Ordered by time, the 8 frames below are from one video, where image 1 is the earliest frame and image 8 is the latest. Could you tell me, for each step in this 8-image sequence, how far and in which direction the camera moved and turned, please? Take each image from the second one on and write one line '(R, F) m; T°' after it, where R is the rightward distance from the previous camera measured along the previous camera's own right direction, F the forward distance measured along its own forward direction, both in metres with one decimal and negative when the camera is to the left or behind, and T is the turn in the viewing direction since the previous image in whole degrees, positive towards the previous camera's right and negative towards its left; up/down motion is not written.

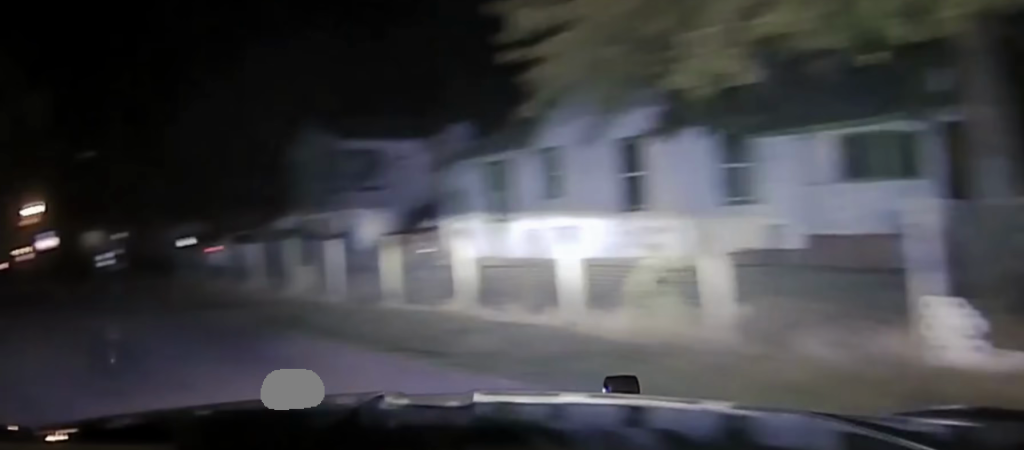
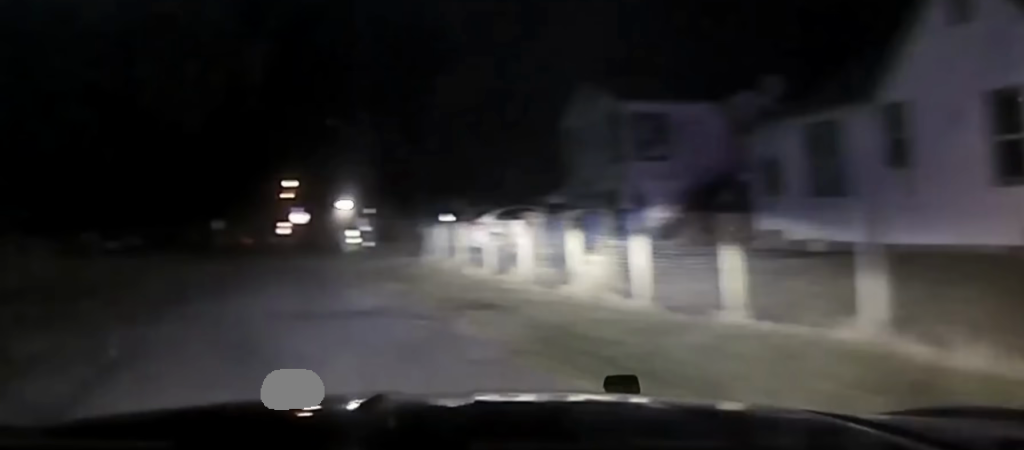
(-0.4, +4.7) m; -11°
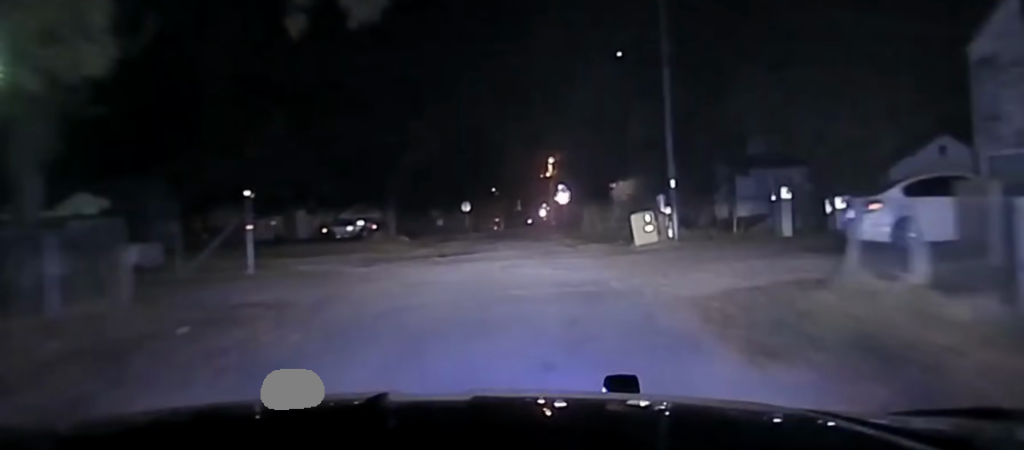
(-1.5, +14.4) m; -7°
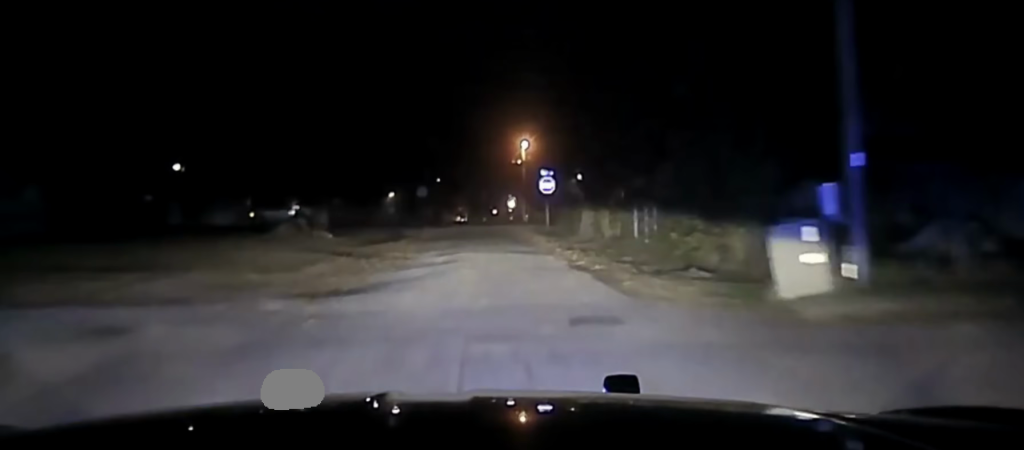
(0.0, +15.6) m; +3°
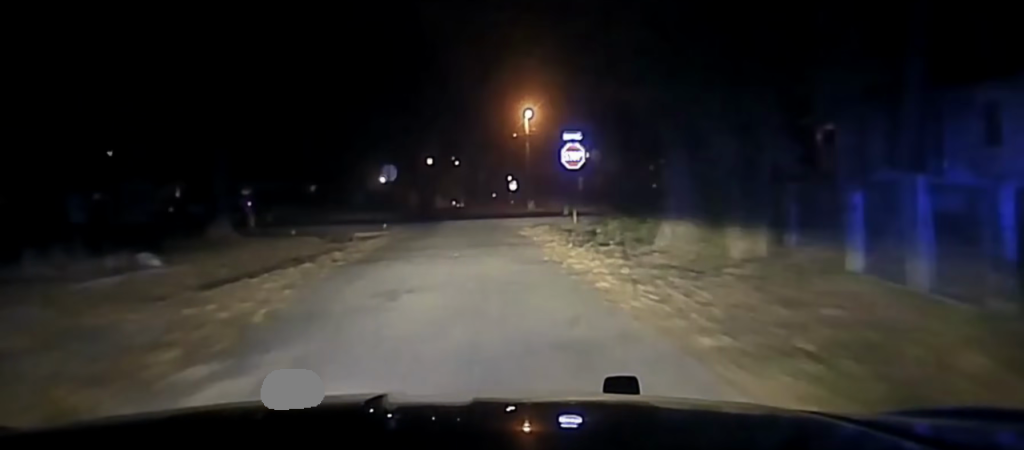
(+0.8, +16.1) m; +1°
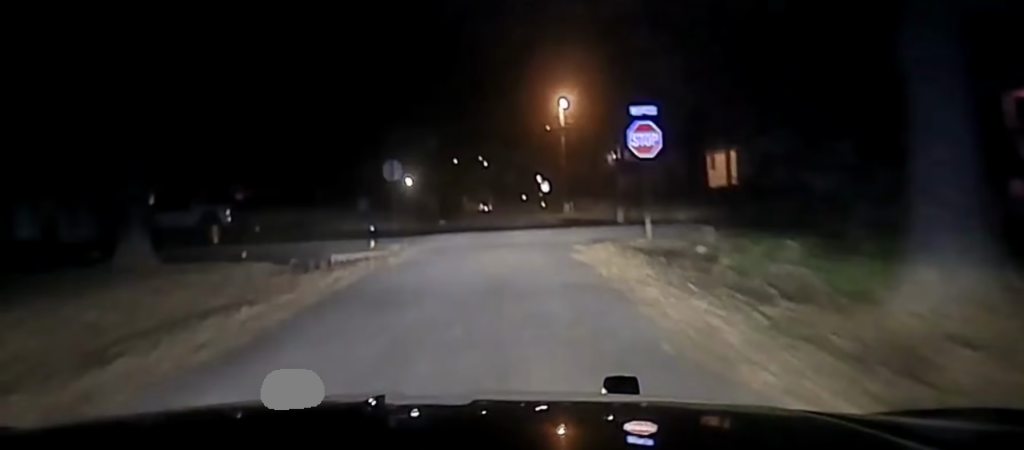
(-0.2, +10.4) m; -3°
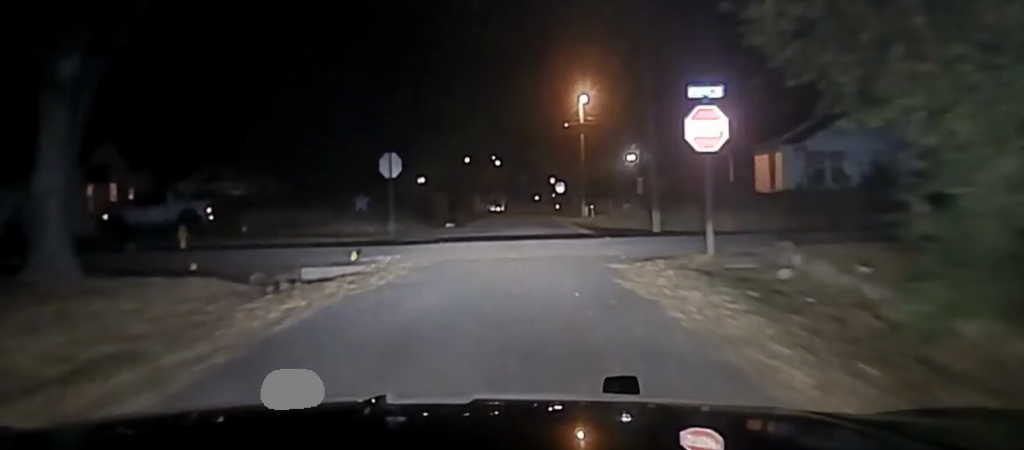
(-0.1, +4.3) m; 0°
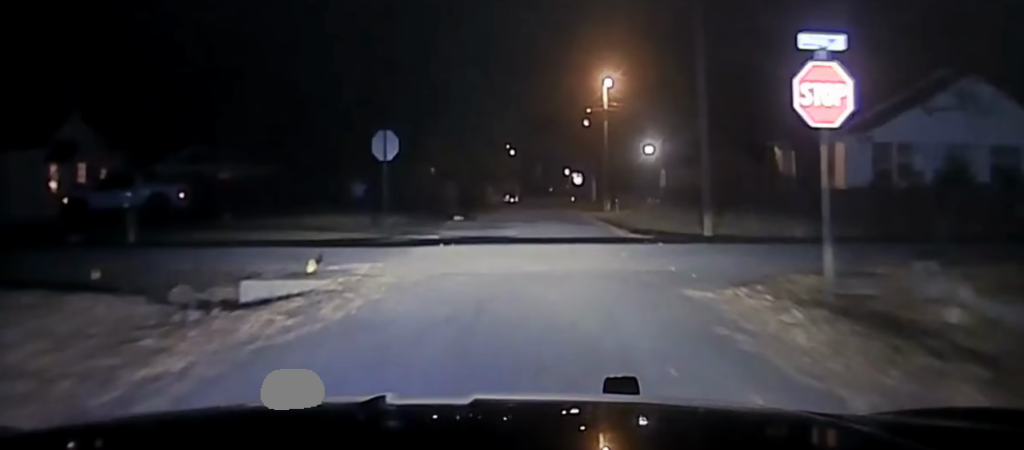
(-0.2, +5.4) m; 0°
